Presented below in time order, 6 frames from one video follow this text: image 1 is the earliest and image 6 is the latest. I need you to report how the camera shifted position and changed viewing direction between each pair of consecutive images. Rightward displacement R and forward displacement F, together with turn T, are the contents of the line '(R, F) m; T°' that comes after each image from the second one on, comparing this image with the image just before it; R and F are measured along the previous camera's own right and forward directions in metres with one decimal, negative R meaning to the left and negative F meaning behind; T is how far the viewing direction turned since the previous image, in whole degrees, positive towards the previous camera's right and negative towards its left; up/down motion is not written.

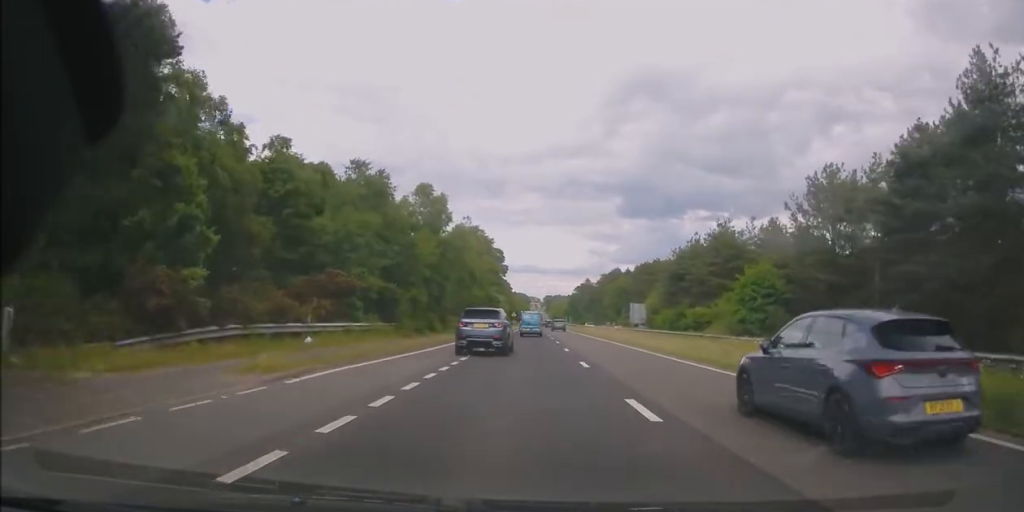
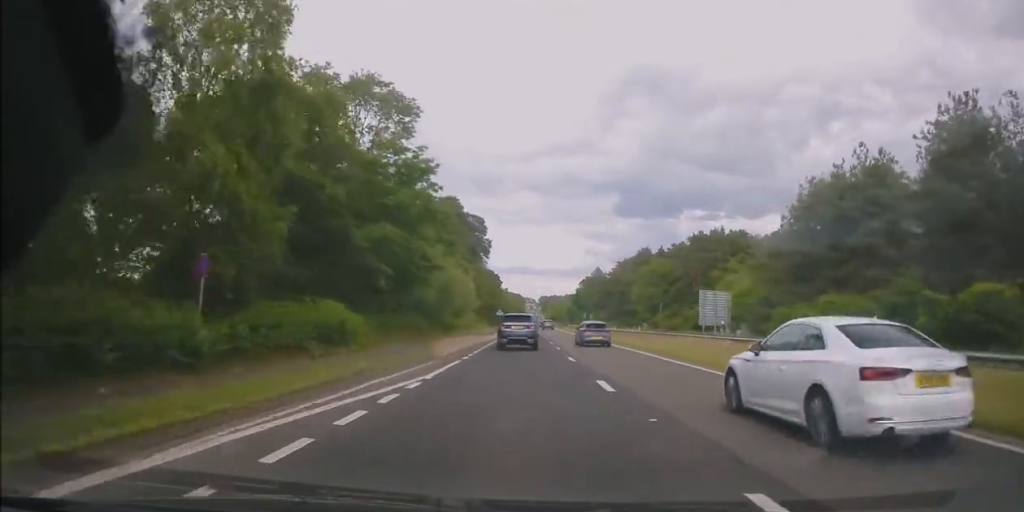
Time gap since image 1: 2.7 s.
(+0.2, +62.7) m; +1°
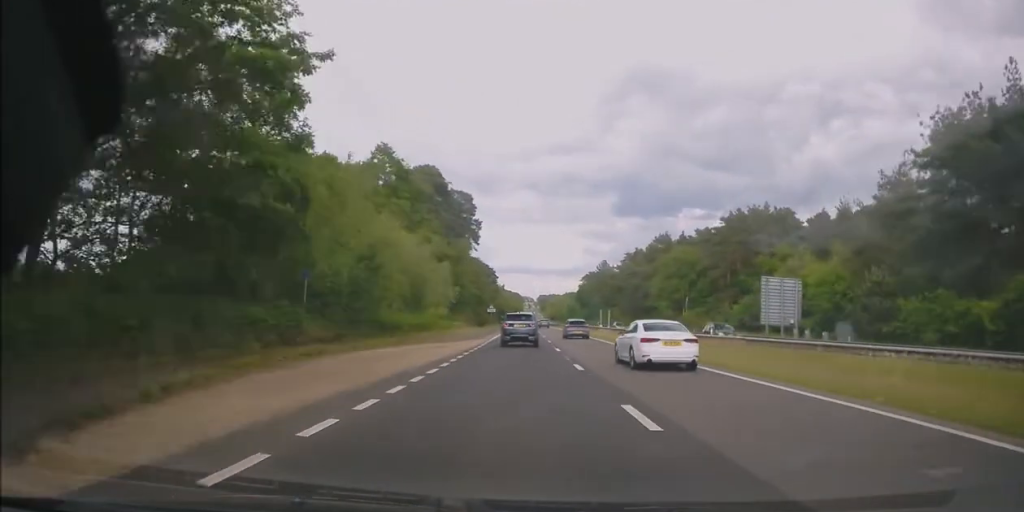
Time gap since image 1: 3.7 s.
(+0.2, +23.0) m; 0°
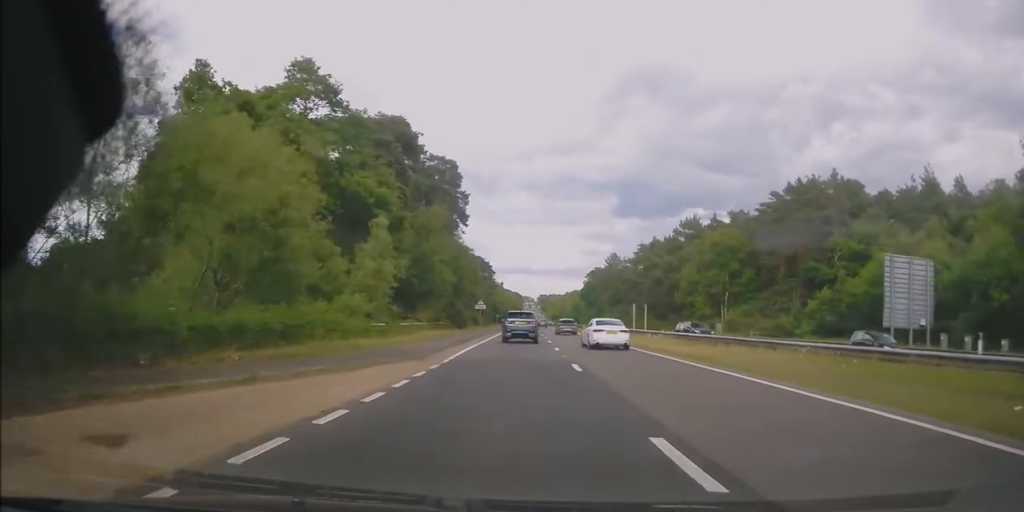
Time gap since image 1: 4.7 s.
(-0.3, +22.5) m; -1°
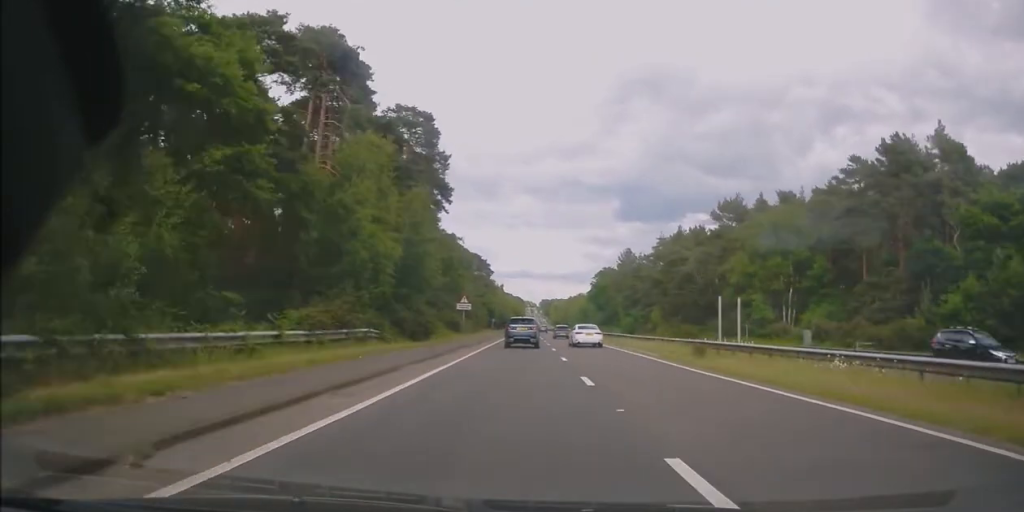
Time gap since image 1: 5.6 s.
(+0.1, +21.9) m; 0°
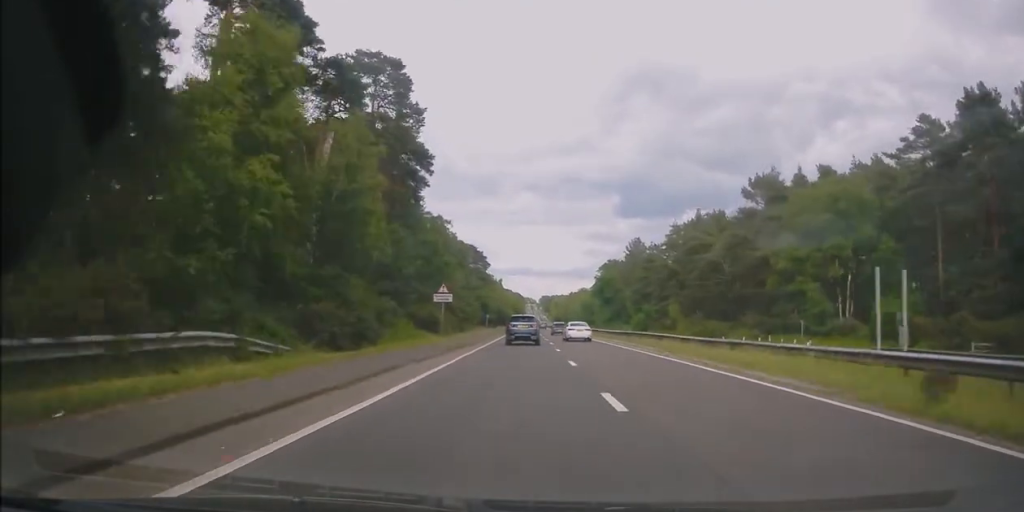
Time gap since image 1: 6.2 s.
(-0.1, +13.3) m; 0°
